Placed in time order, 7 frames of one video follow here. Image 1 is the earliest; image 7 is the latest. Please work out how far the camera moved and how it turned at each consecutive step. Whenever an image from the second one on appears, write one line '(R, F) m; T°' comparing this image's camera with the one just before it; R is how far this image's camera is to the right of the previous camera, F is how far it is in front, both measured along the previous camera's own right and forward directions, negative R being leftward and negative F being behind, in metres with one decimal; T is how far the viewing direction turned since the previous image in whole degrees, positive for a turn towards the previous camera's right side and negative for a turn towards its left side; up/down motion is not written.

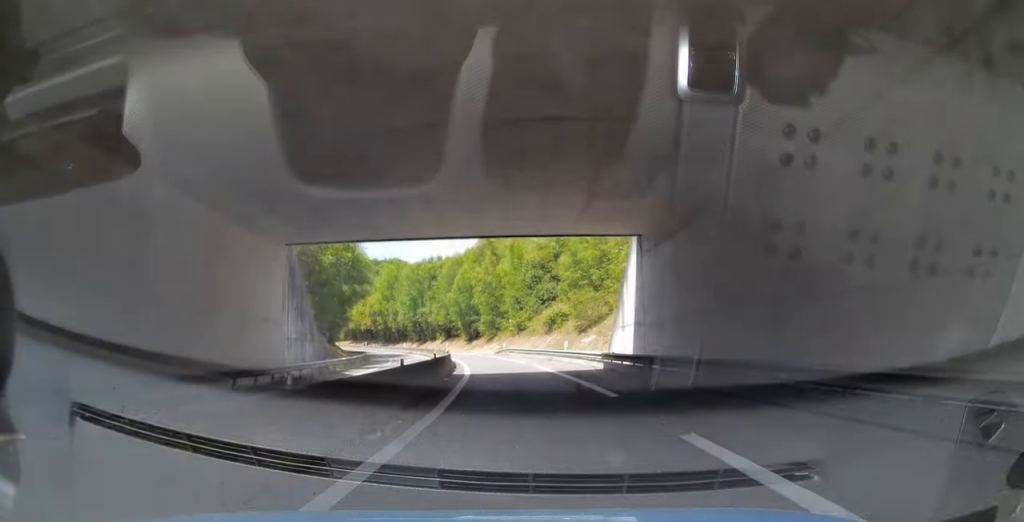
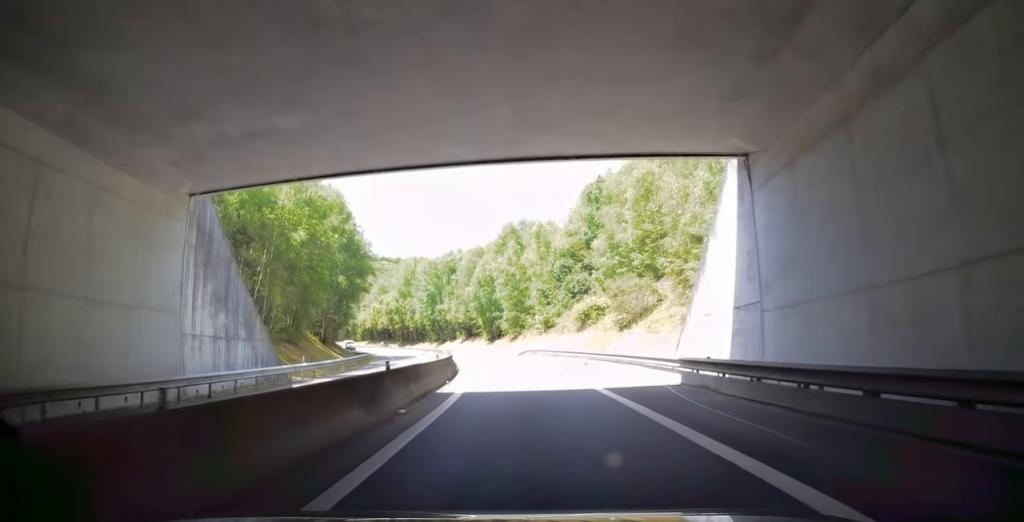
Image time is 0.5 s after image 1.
(0.0, +10.5) m; -1°
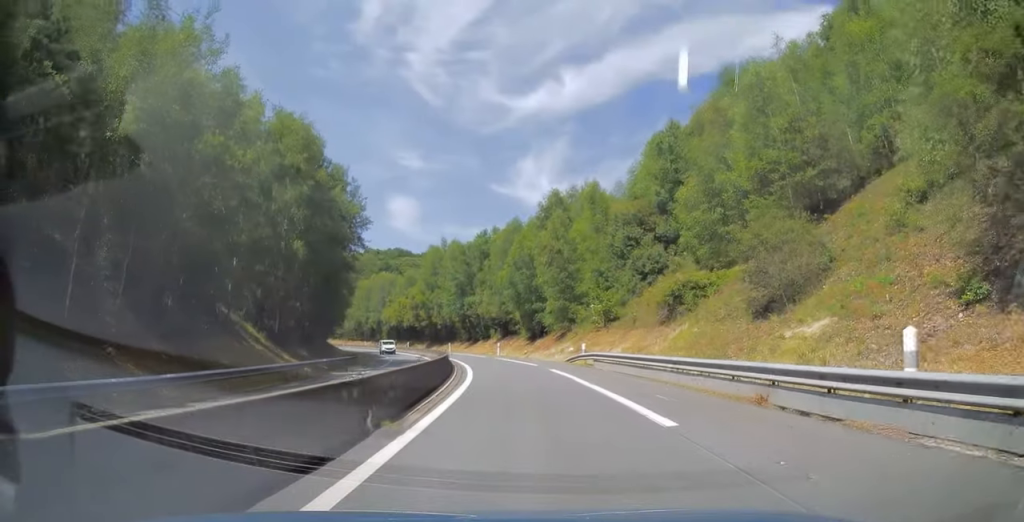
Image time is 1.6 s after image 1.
(-0.6, +20.3) m; -8°
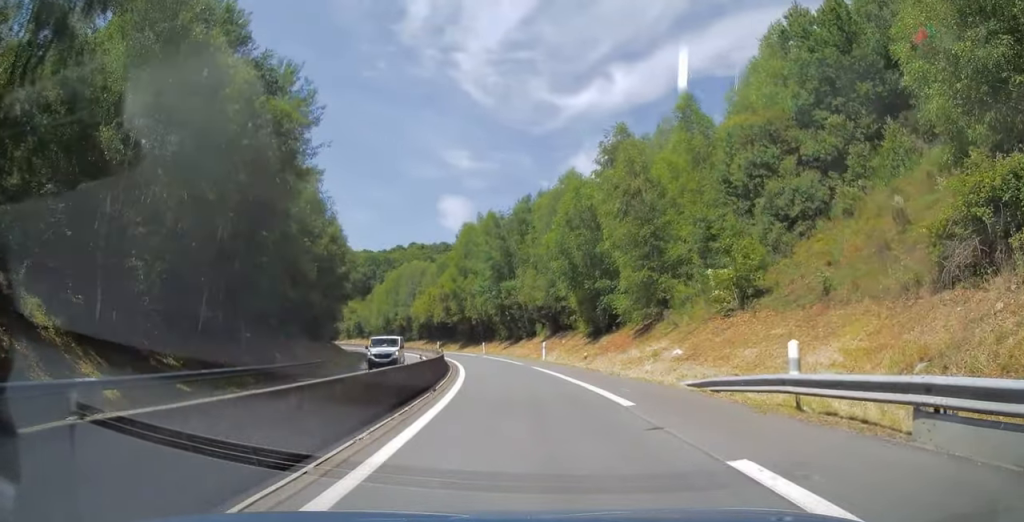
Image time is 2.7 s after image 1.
(-2.4, +22.5) m; -7°
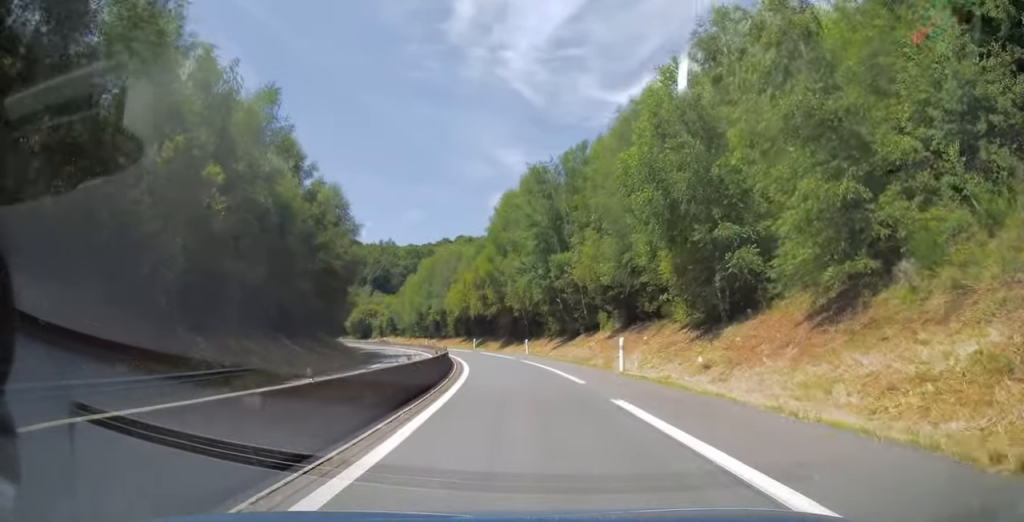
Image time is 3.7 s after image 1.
(-0.3, +19.4) m; -4°
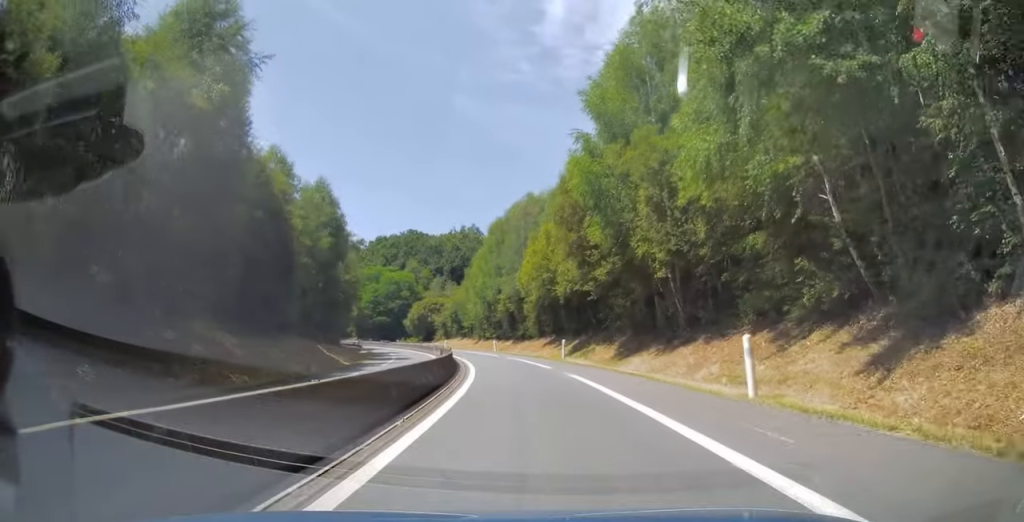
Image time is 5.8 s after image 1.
(-4.0, +40.4) m; -11°
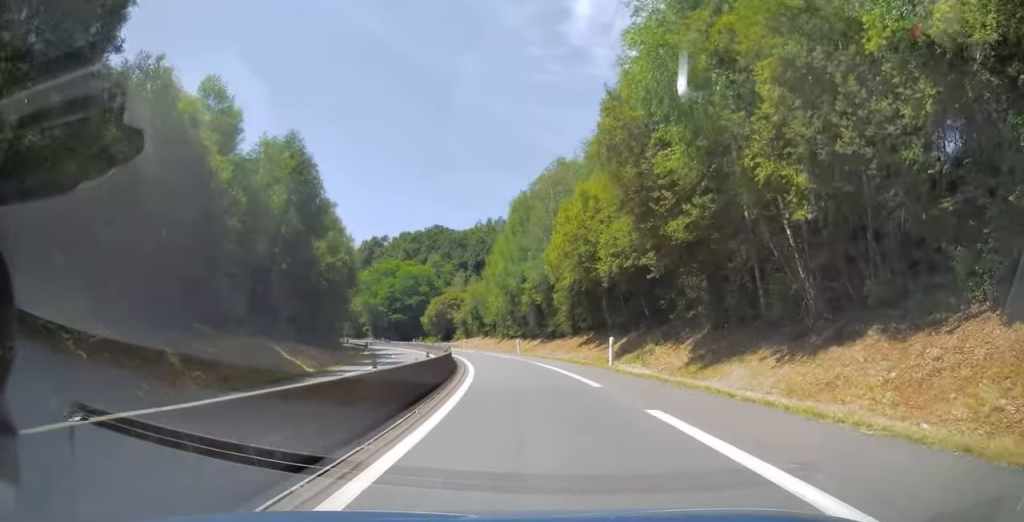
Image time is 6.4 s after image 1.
(-0.3, +12.9) m; -4°
